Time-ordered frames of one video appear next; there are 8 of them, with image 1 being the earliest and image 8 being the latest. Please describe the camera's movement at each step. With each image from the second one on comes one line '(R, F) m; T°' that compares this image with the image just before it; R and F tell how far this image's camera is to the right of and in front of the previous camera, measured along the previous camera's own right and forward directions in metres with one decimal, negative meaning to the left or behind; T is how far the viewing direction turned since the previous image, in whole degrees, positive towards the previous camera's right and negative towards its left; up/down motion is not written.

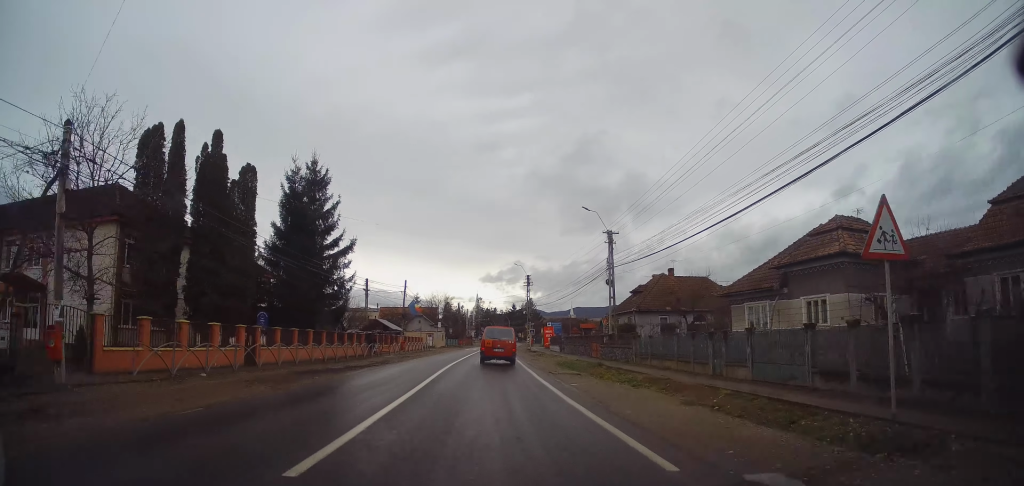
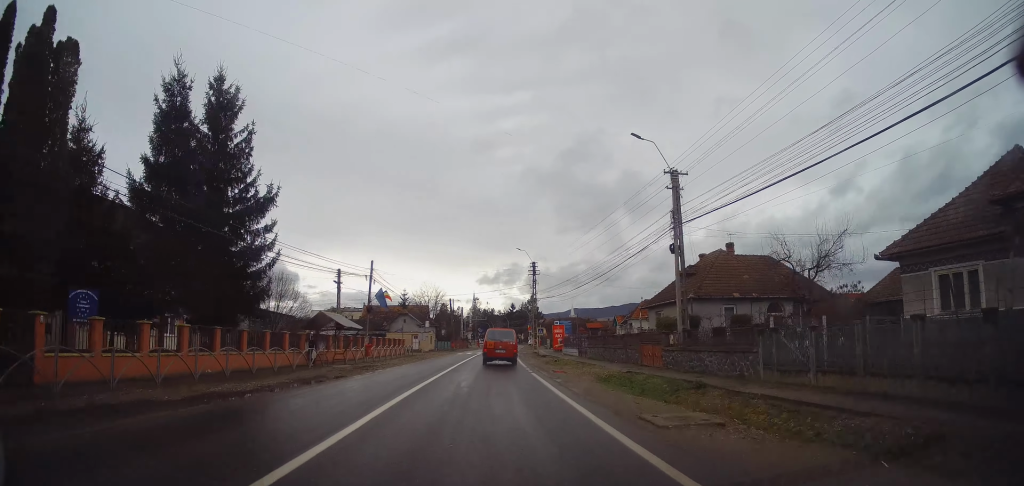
(-0.4, +13.7) m; 0°
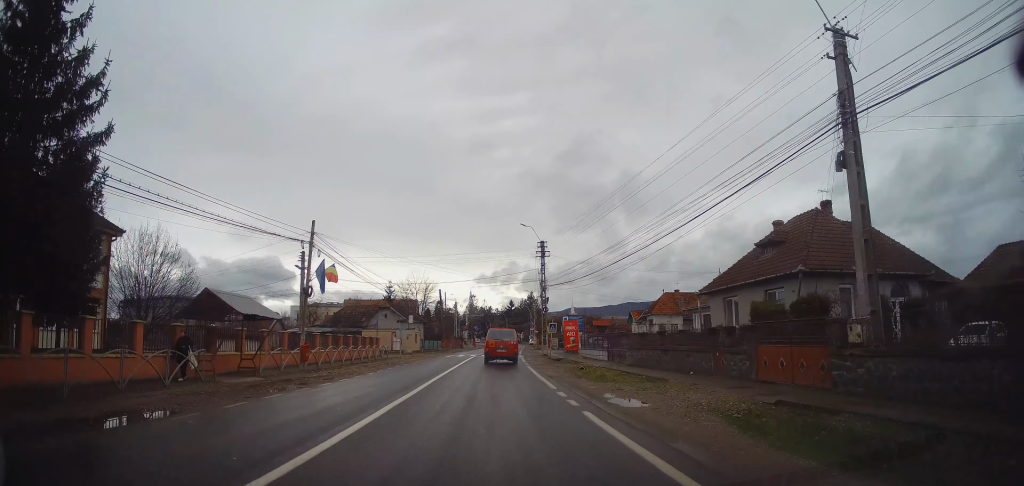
(+0.3, +12.4) m; +1°
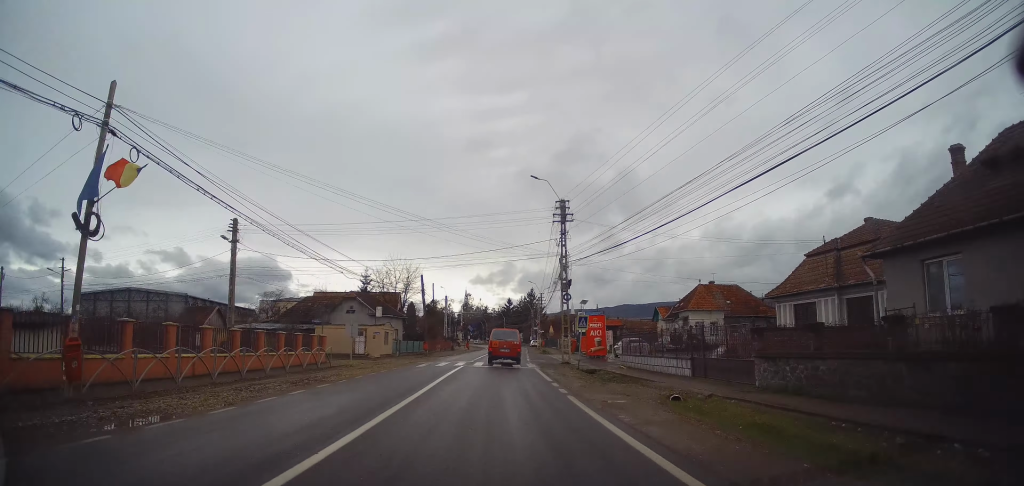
(-0.1, +14.7) m; 0°
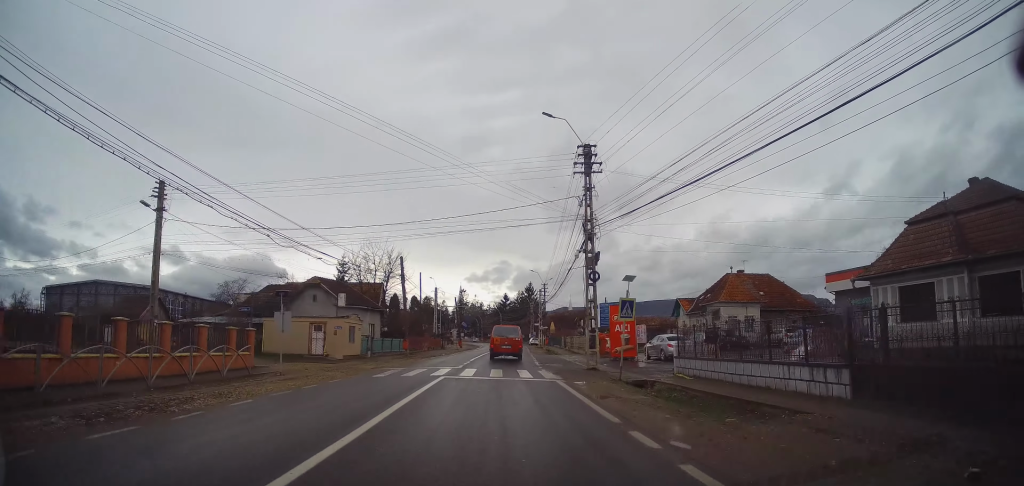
(+0.1, +9.3) m; +1°
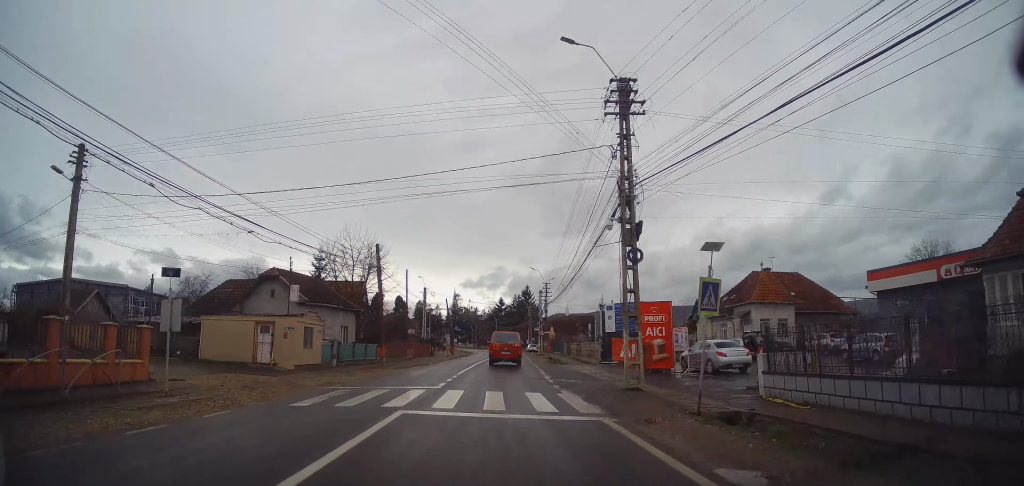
(0.0, +7.1) m; +1°
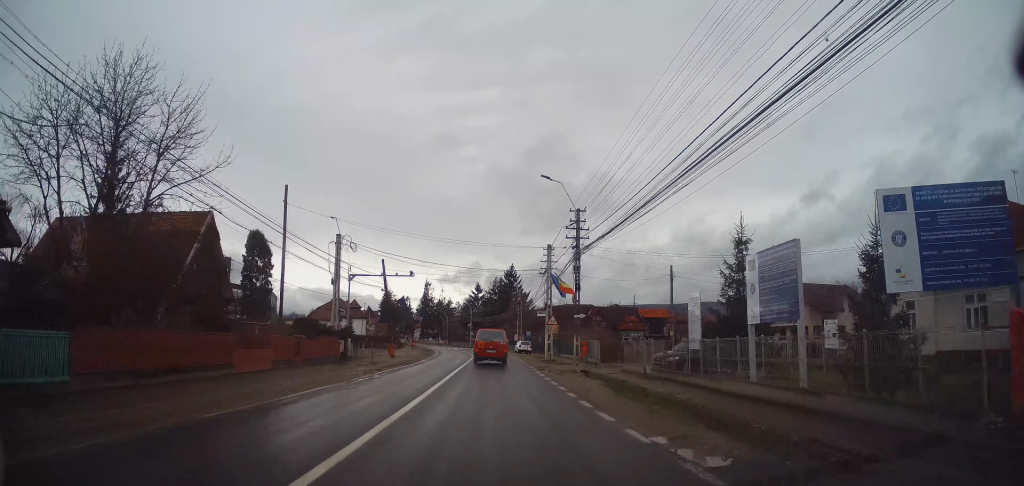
(+0.5, +29.7) m; +1°
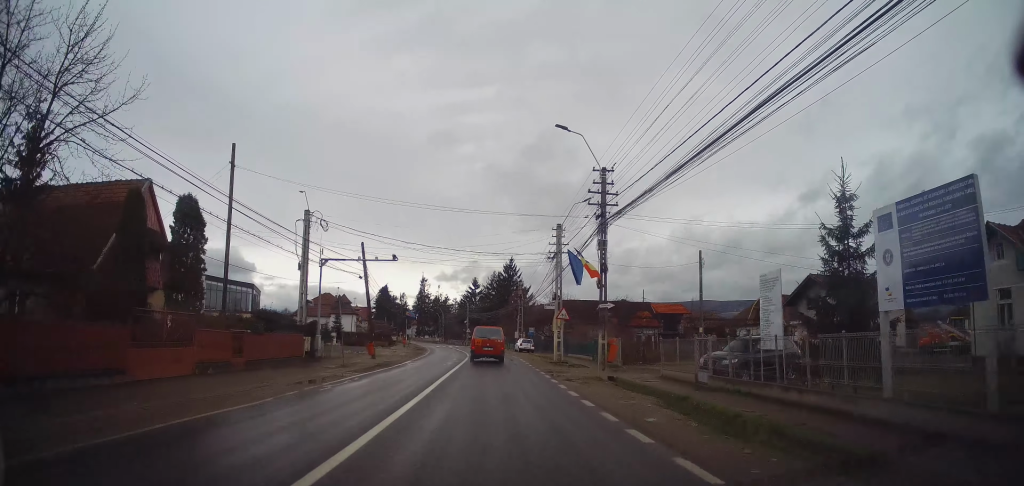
(0.0, +6.1) m; +1°
